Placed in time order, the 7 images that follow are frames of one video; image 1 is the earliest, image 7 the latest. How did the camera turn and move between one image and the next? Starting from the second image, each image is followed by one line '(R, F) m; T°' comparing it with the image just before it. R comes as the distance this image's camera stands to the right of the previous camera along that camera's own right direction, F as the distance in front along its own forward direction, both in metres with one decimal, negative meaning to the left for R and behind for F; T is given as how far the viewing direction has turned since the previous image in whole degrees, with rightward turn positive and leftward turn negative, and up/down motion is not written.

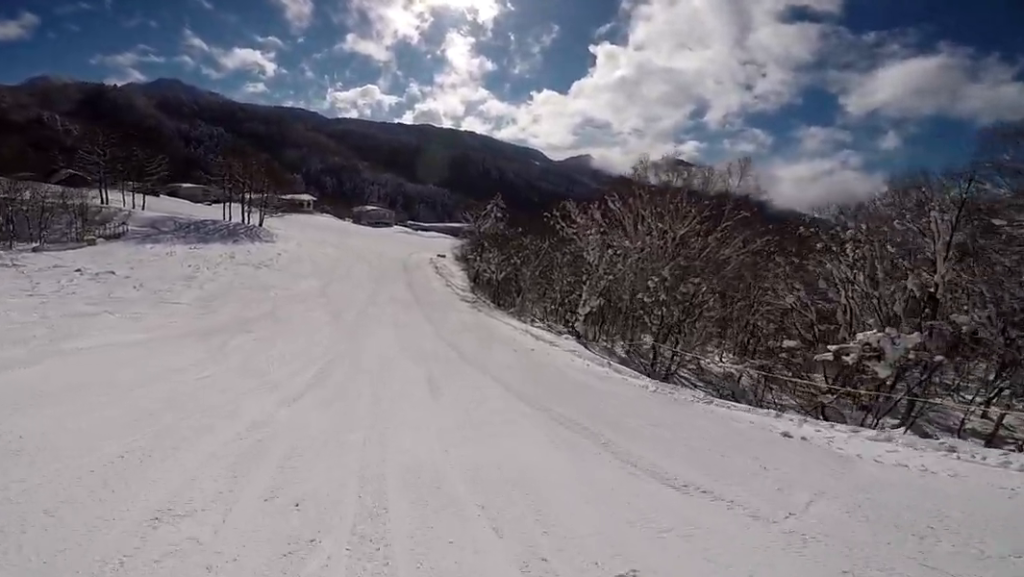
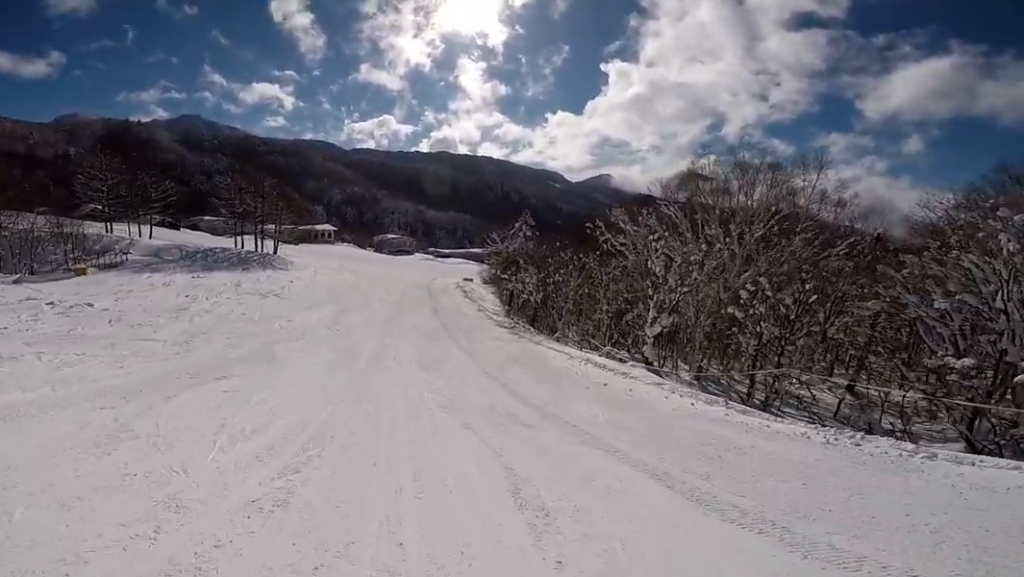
(0.0, +5.2) m; +1°
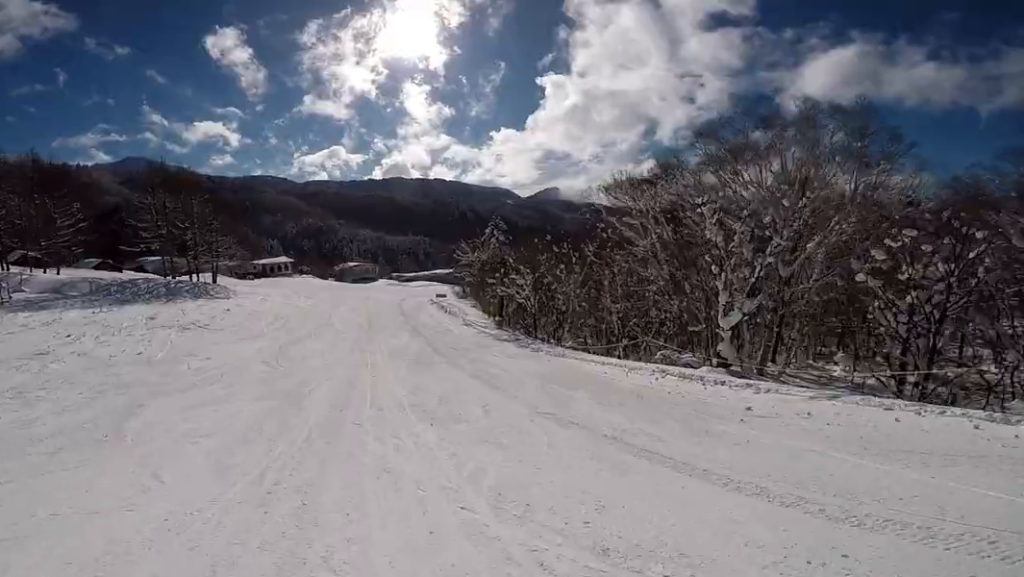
(+0.9, +8.2) m; +3°
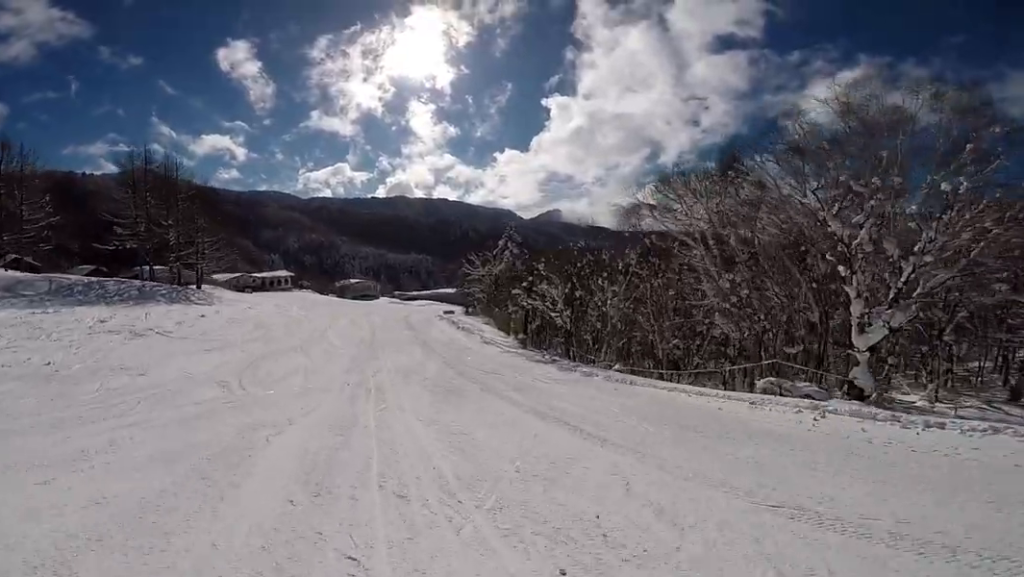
(-0.2, +5.3) m; -3°
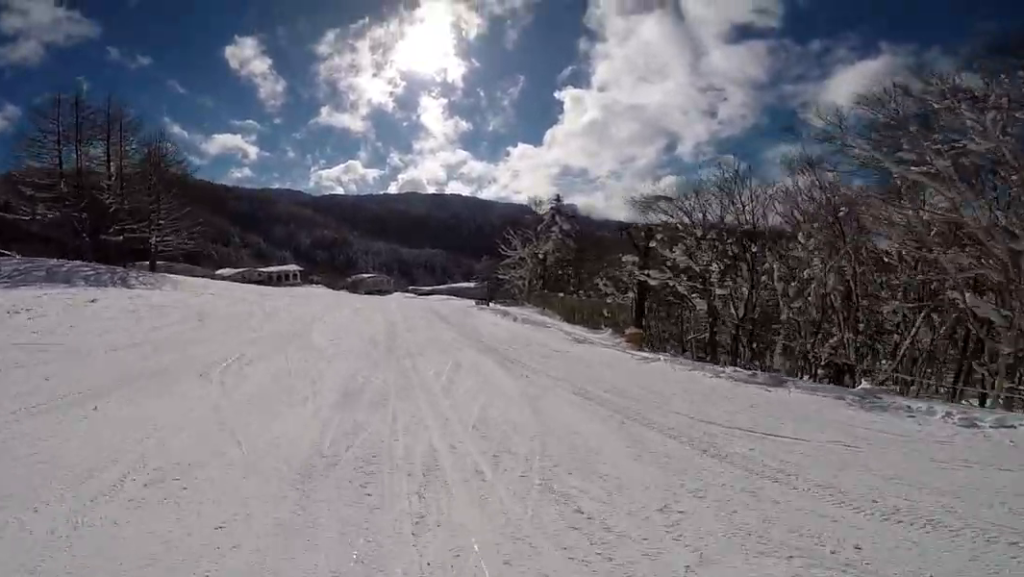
(-0.8, +11.7) m; -4°
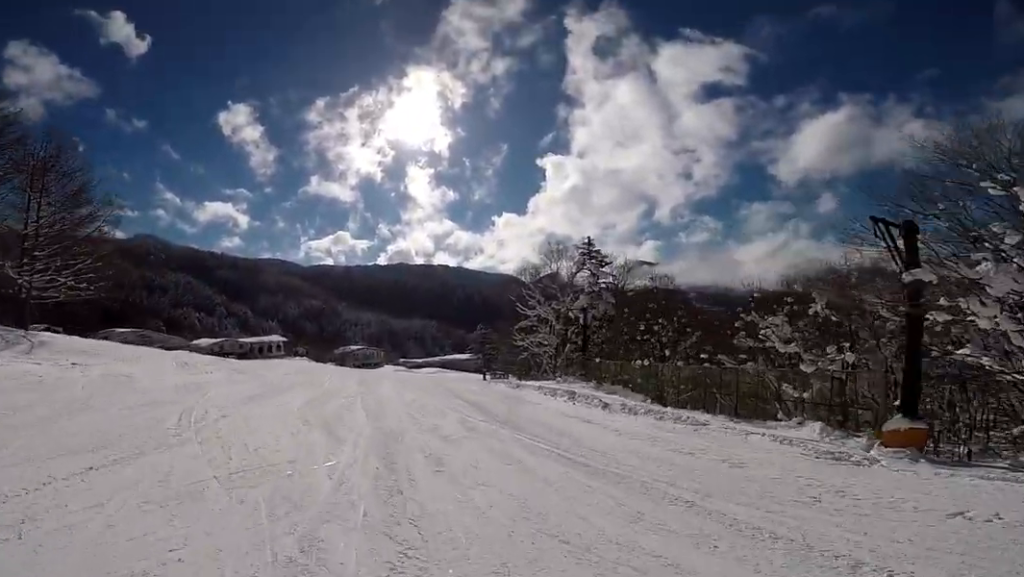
(0.0, +11.0) m; +2°
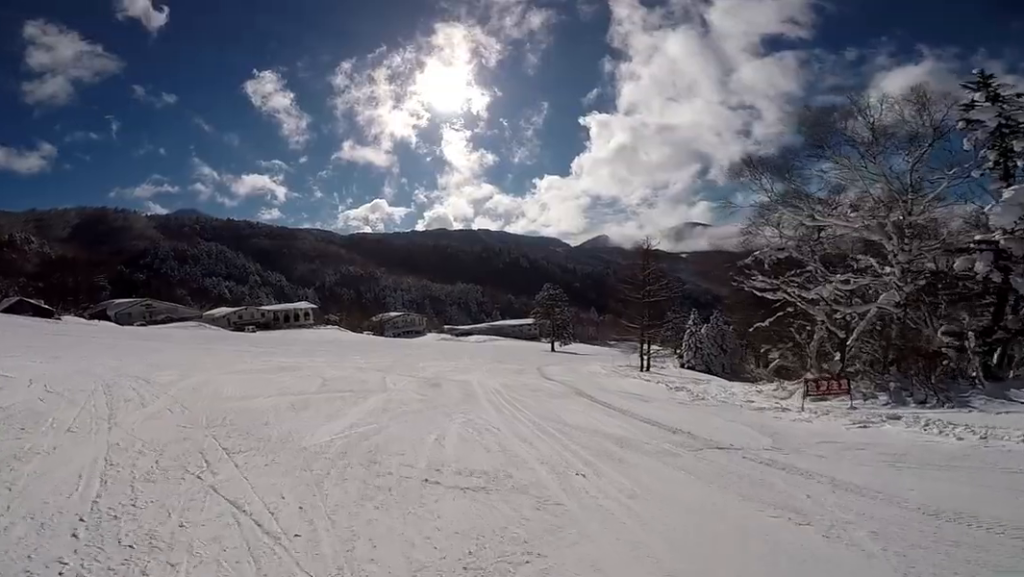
(-0.7, +26.8) m; +2°
